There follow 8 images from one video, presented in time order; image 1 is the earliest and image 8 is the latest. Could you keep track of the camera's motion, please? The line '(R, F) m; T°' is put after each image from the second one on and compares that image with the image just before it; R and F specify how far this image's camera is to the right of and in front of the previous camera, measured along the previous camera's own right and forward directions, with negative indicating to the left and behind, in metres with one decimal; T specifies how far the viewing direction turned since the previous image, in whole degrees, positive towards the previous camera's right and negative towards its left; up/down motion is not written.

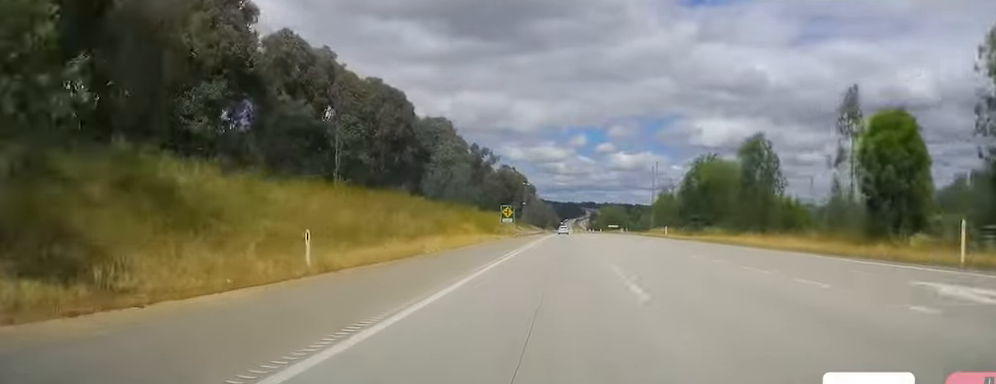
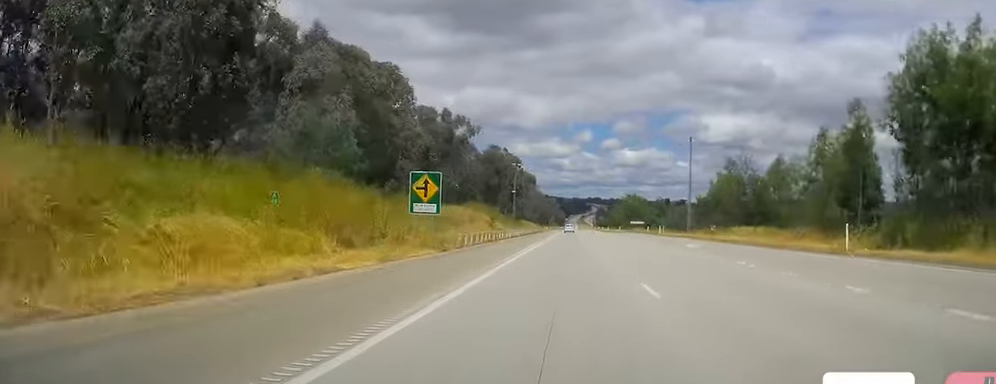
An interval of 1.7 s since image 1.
(-0.8, +49.8) m; -1°
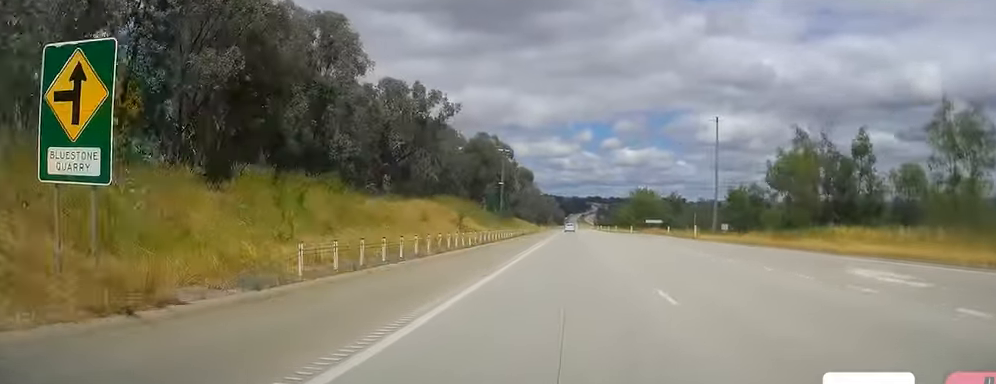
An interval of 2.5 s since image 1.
(+0.2, +24.6) m; 0°
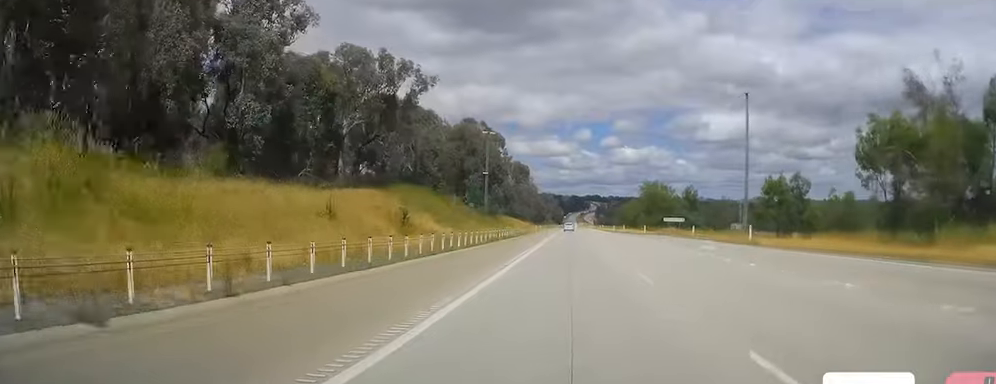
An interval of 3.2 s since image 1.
(+0.1, +19.7) m; 0°
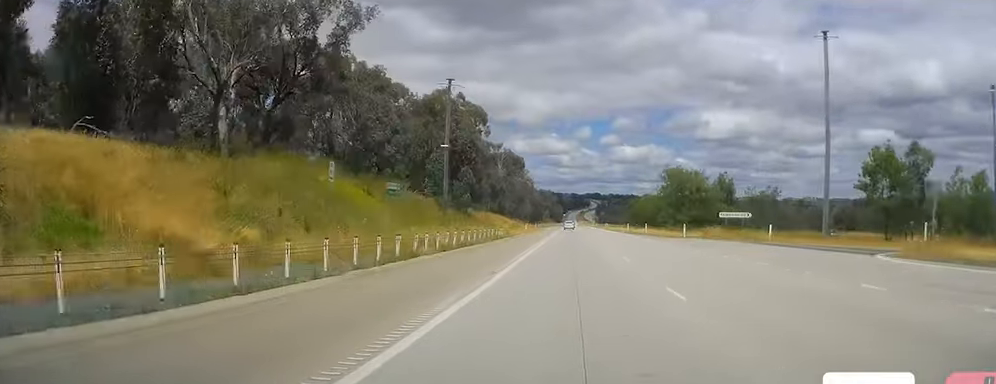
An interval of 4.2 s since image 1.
(-0.2, +29.6) m; 0°
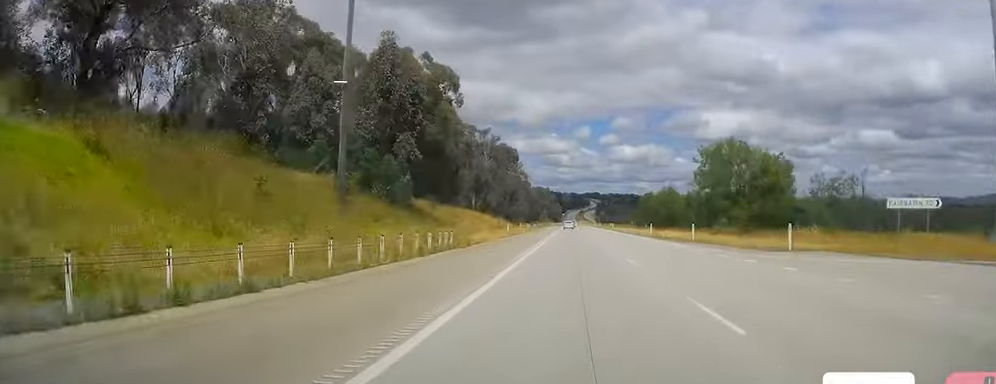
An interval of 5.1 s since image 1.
(+0.2, +27.6) m; 0°
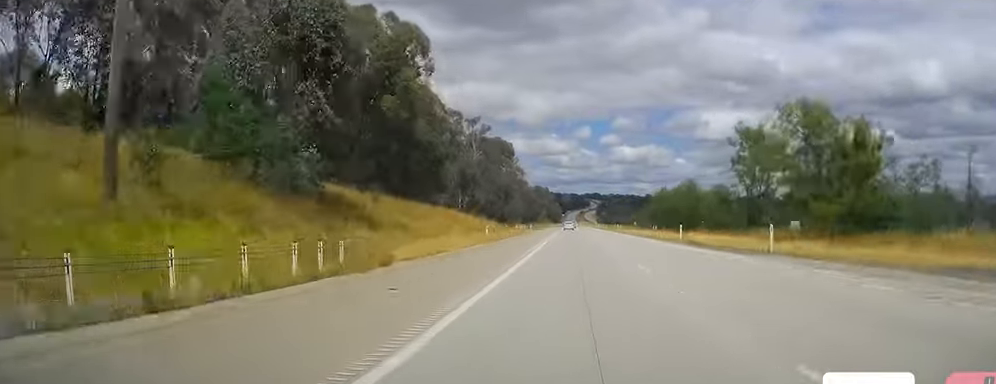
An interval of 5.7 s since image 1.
(-0.1, +17.7) m; 0°
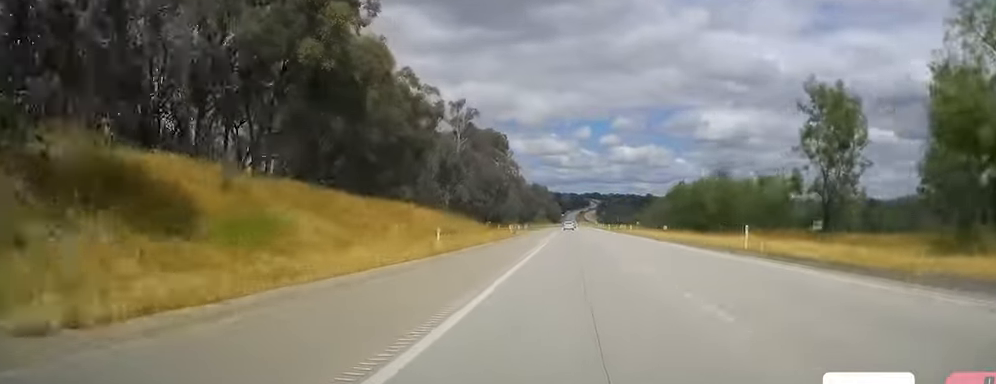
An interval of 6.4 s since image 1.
(-0.1, +18.7) m; 0°
